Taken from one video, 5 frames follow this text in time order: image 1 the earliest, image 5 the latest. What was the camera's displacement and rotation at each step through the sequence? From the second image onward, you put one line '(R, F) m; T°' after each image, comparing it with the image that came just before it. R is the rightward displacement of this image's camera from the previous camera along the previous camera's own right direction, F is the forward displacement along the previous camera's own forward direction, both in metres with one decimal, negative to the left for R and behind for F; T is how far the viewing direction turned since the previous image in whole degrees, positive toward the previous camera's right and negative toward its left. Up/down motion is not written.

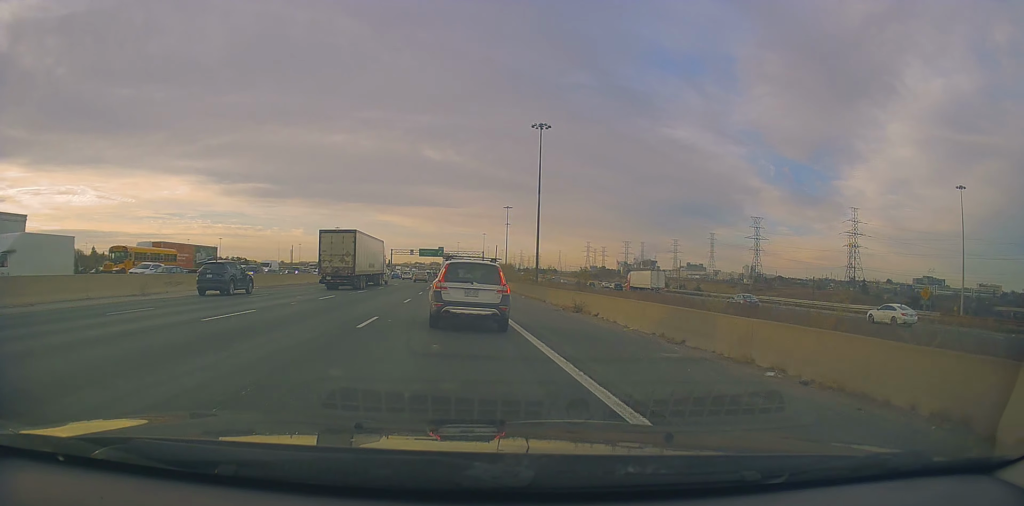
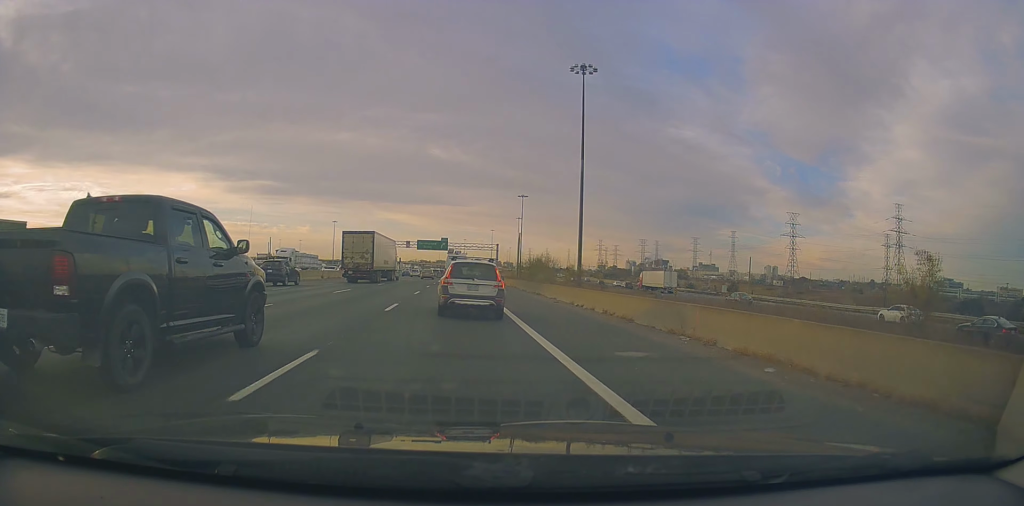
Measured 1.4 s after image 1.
(-0.7, +30.9) m; -2°
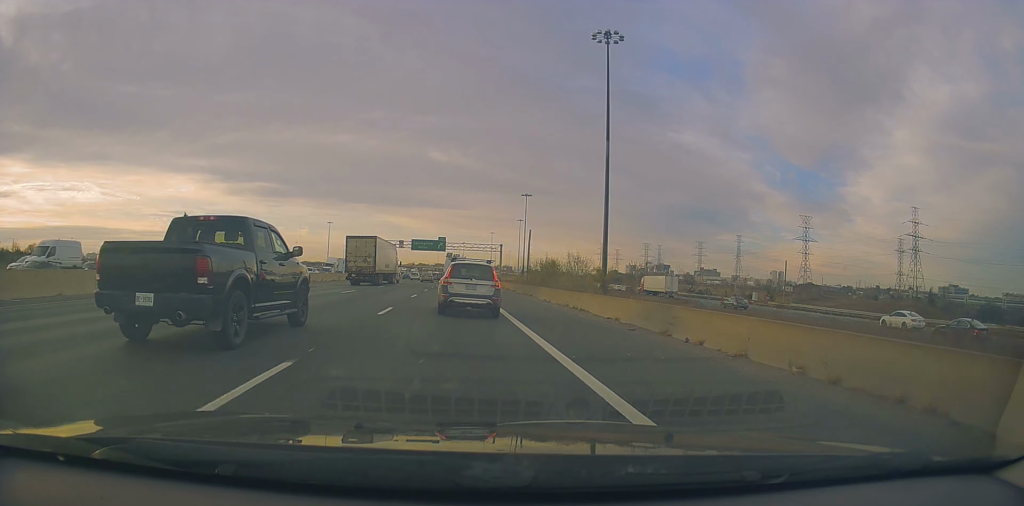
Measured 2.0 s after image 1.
(-0.2, +12.3) m; -1°
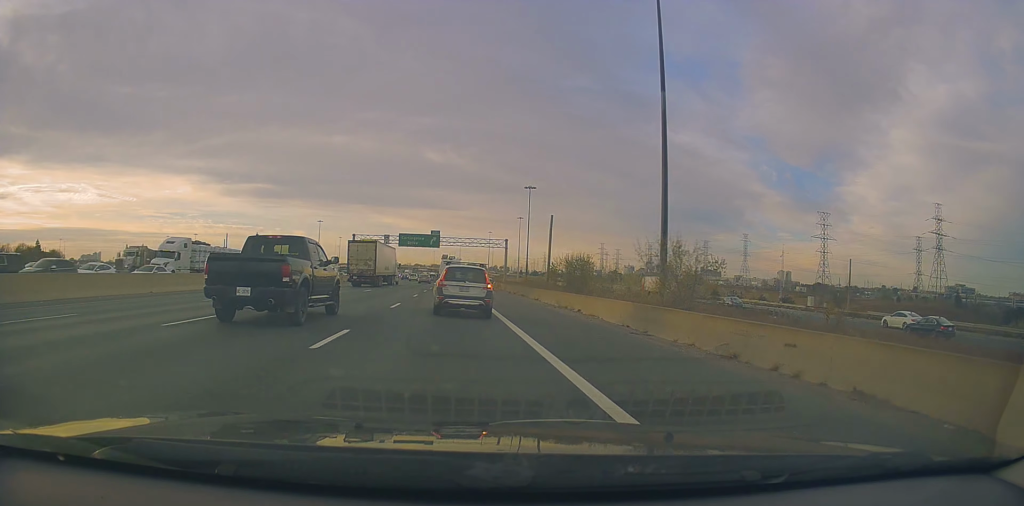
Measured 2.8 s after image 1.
(+0.1, +17.5) m; 0°
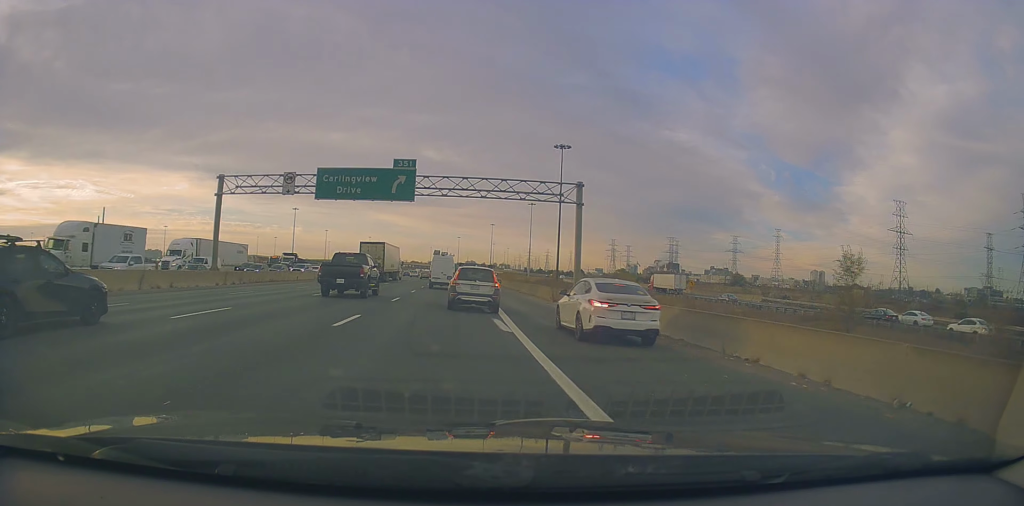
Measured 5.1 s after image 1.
(-0.2, +53.8) m; 0°
